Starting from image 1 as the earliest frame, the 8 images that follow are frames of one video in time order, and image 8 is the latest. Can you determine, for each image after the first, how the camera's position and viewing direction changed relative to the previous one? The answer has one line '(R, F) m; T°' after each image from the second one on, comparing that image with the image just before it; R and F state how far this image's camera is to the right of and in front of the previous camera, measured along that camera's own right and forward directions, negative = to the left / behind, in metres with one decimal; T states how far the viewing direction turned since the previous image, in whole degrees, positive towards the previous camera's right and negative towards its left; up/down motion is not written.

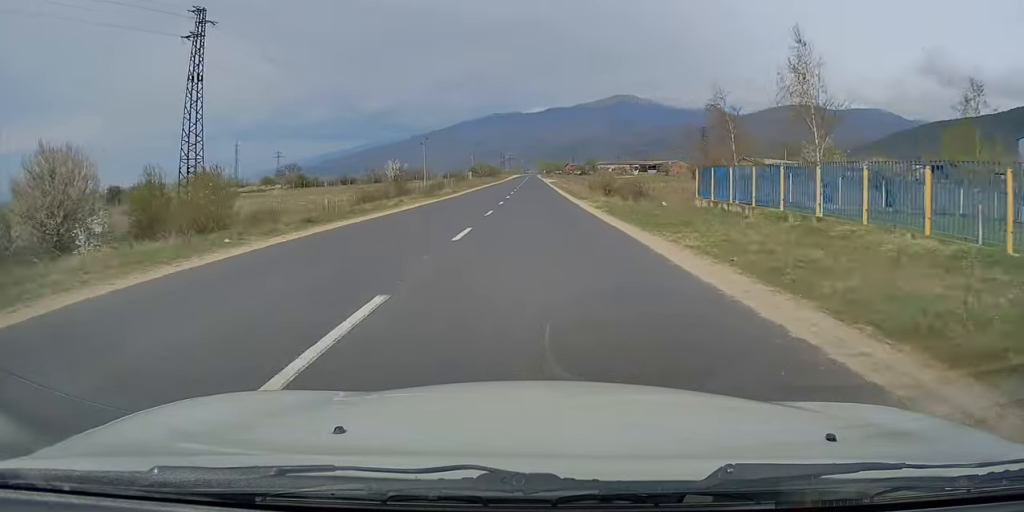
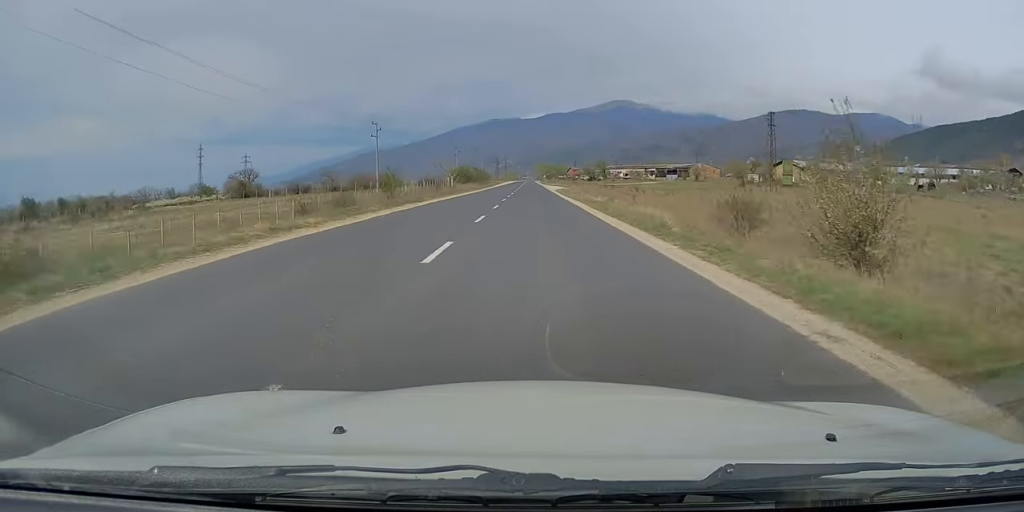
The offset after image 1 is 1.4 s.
(+0.4, +38.6) m; 0°
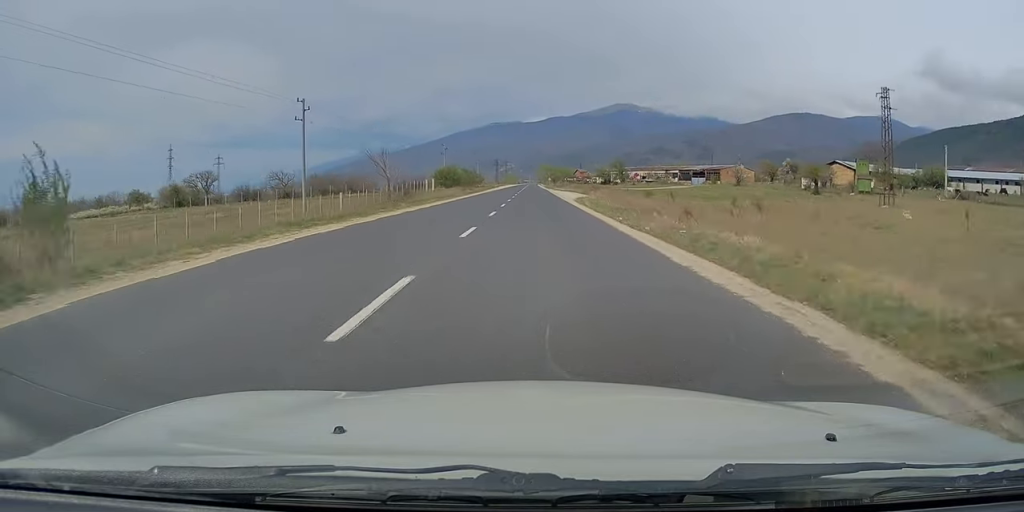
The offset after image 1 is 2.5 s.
(-0.4, +30.9) m; -1°
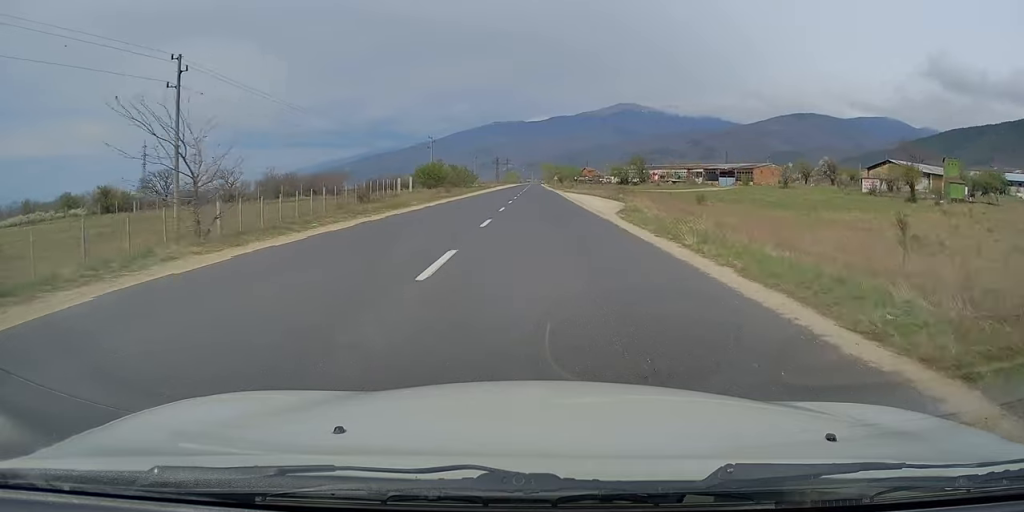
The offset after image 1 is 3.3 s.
(0.0, +23.7) m; +1°
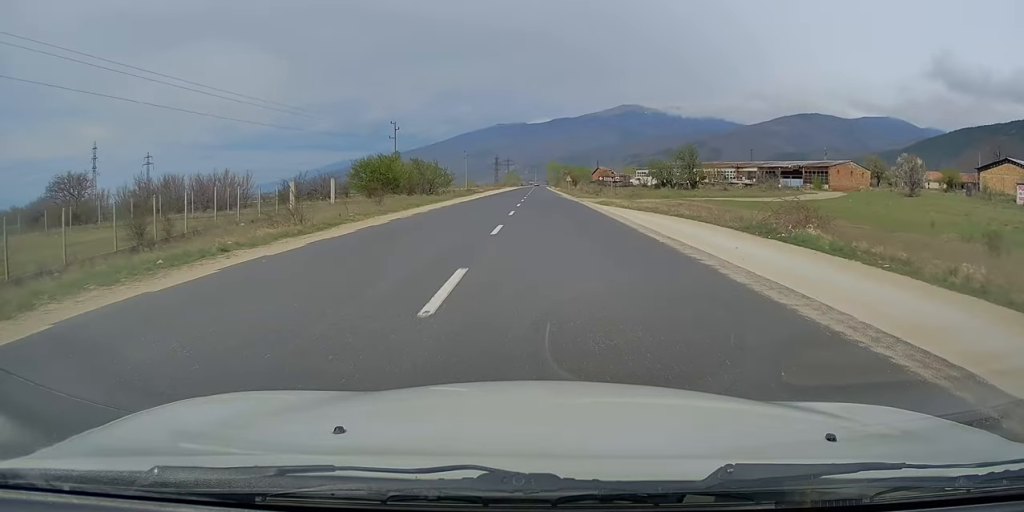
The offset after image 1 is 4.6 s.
(+0.4, +37.3) m; 0°
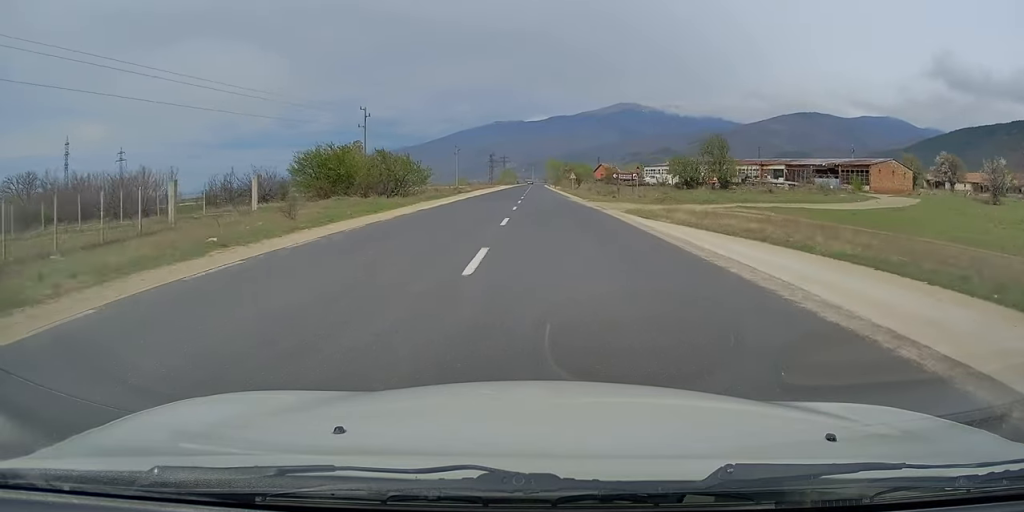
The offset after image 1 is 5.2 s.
(-0.2, +15.3) m; 0°
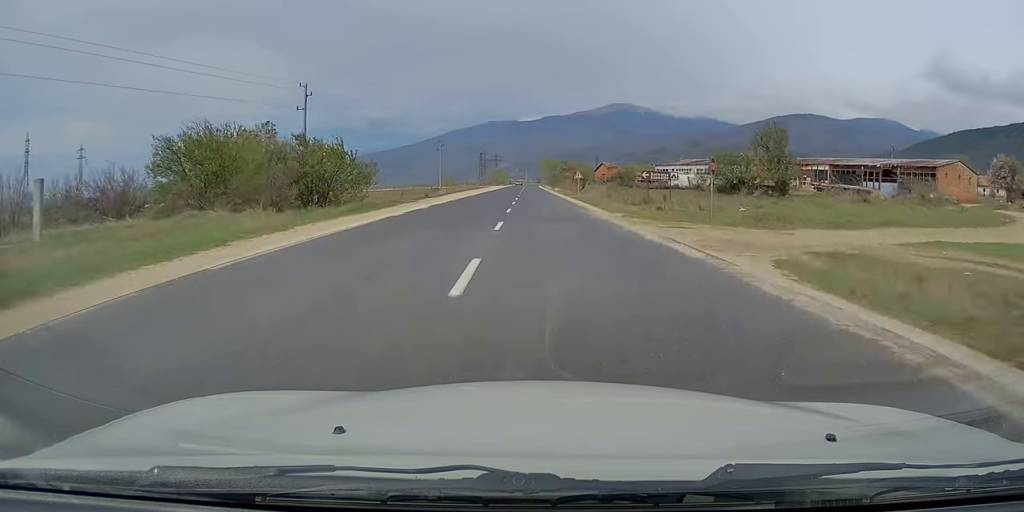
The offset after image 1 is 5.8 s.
(0.0, +19.1) m; 0°
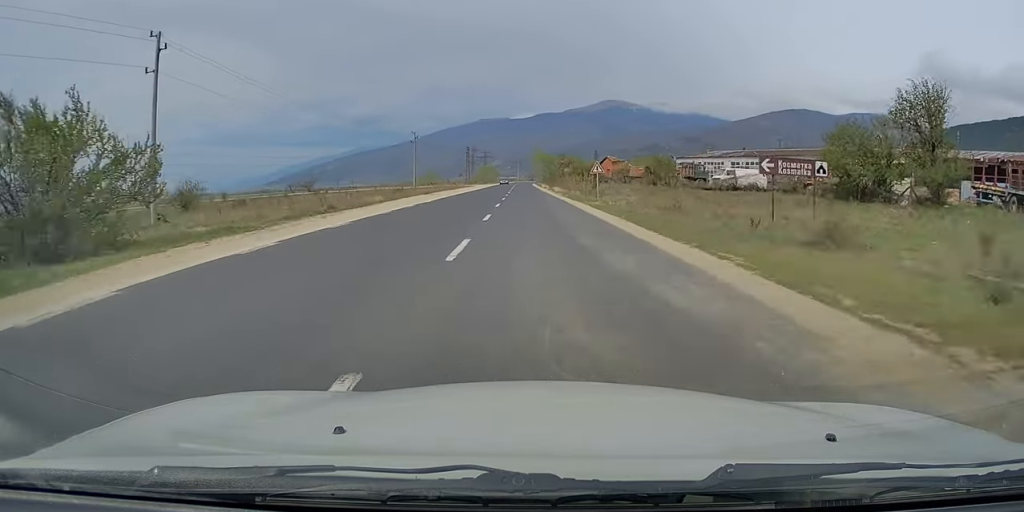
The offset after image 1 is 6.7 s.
(+0.2, +23.8) m; 0°
